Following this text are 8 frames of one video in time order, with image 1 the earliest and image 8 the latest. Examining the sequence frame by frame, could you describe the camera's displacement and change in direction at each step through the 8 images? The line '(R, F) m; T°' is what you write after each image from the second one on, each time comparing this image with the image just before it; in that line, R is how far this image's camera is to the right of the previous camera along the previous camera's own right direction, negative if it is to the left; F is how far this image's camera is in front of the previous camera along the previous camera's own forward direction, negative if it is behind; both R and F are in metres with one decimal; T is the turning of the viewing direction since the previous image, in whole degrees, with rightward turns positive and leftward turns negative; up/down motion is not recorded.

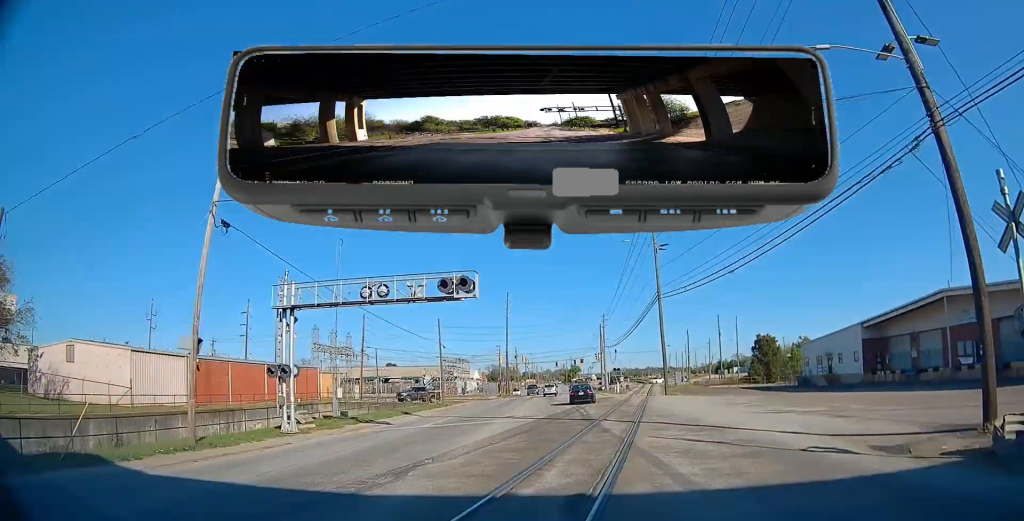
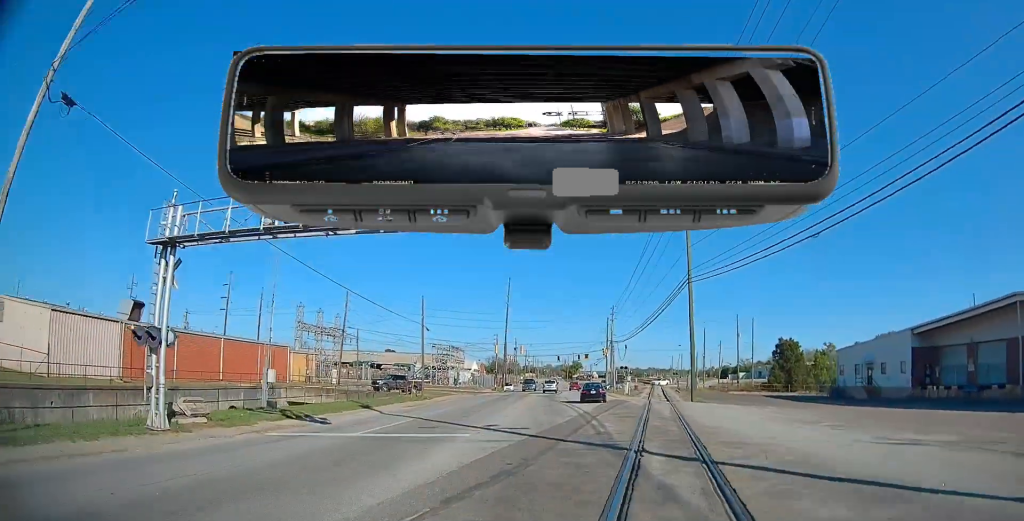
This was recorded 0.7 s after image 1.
(0.0, +9.1) m; 0°
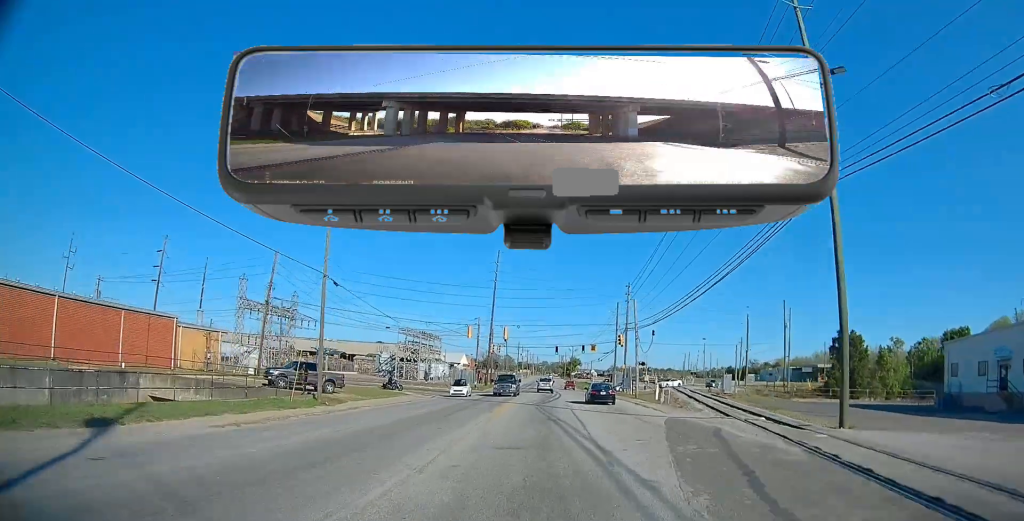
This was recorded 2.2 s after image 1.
(-0.4, +21.7) m; -1°
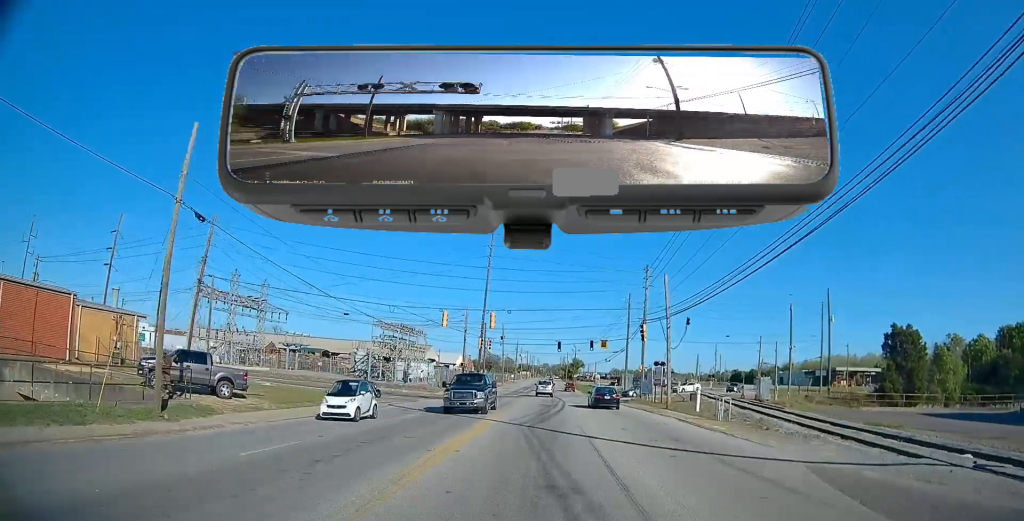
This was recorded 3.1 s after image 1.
(+0.1, +12.8) m; -1°
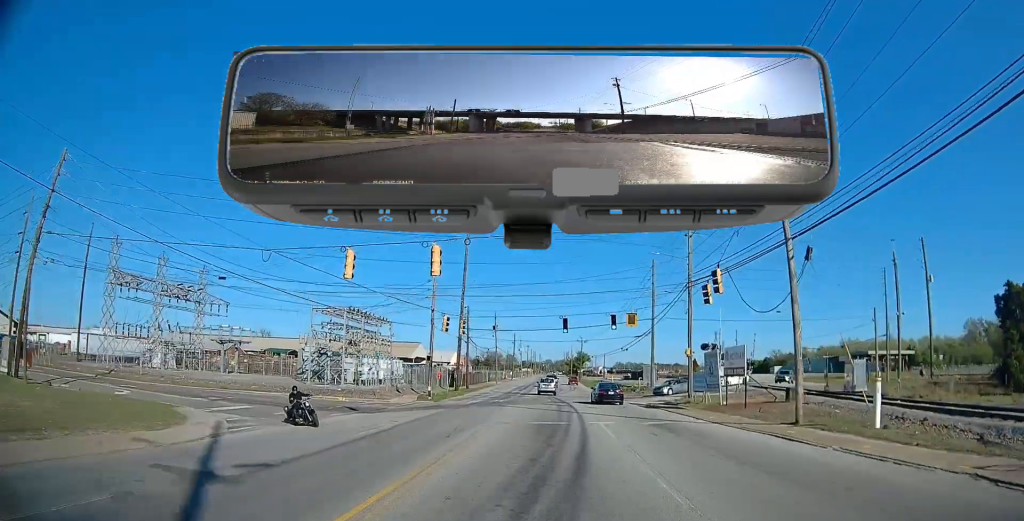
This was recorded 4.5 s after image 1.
(-0.3, +19.1) m; -1°
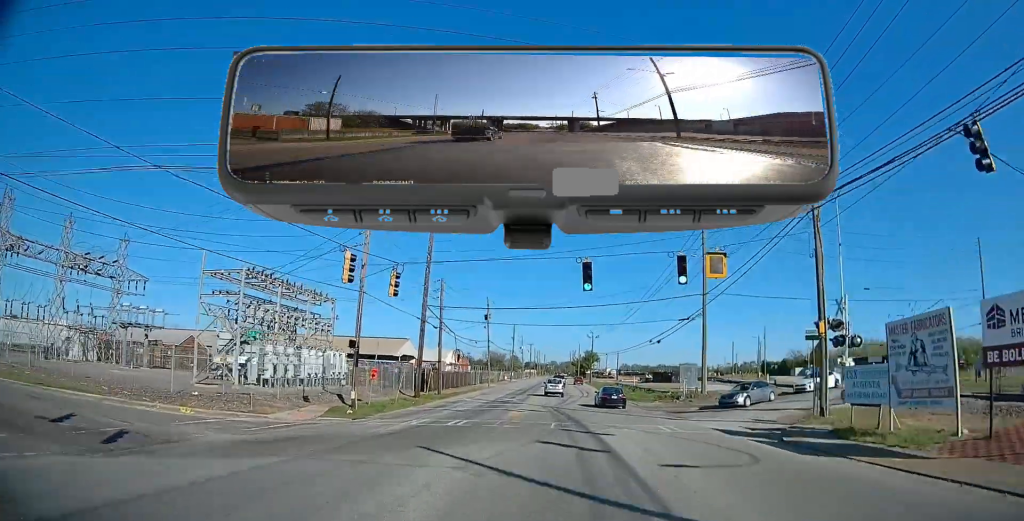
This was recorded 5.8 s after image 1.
(+0.4, +18.9) m; +2°
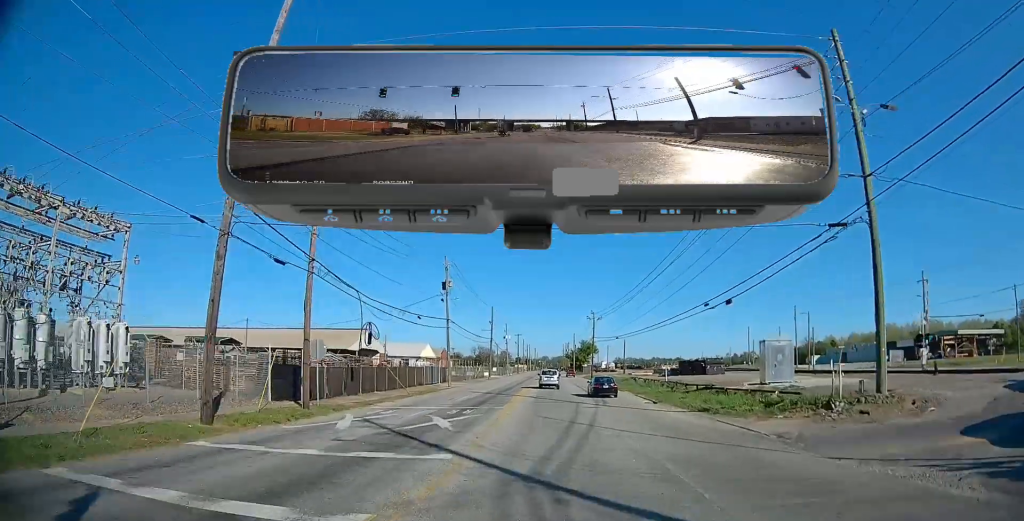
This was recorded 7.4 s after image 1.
(-0.2, +24.9) m; +1°
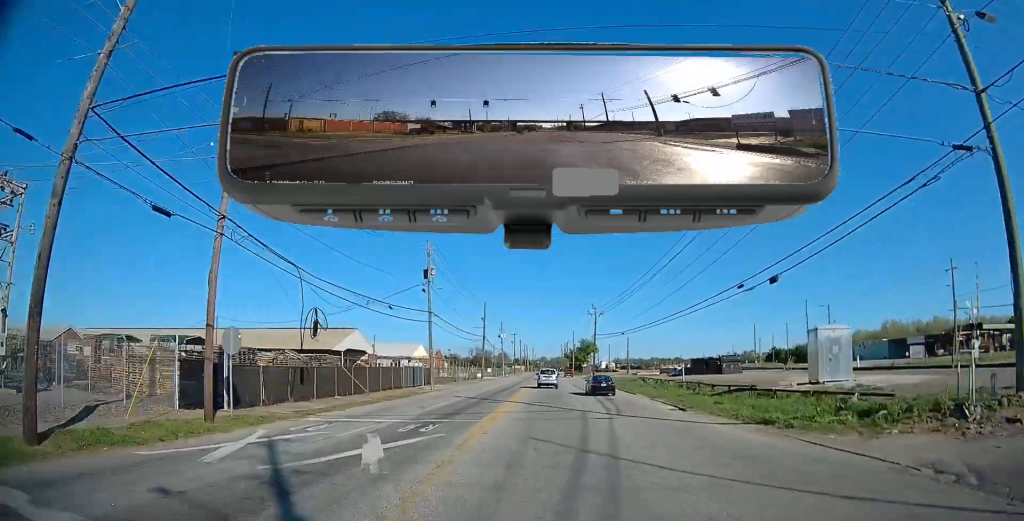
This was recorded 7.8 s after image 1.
(+0.2, +7.1) m; 0°
